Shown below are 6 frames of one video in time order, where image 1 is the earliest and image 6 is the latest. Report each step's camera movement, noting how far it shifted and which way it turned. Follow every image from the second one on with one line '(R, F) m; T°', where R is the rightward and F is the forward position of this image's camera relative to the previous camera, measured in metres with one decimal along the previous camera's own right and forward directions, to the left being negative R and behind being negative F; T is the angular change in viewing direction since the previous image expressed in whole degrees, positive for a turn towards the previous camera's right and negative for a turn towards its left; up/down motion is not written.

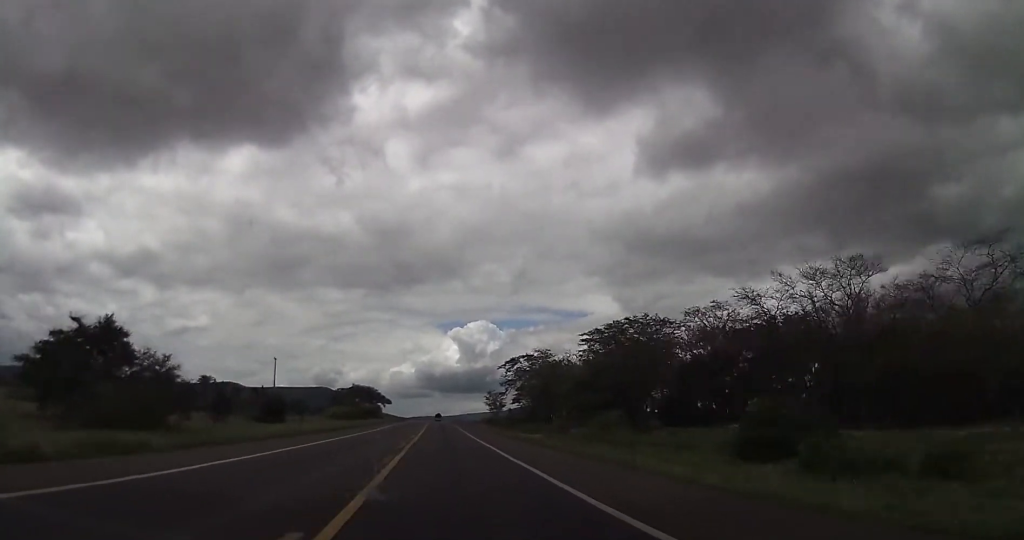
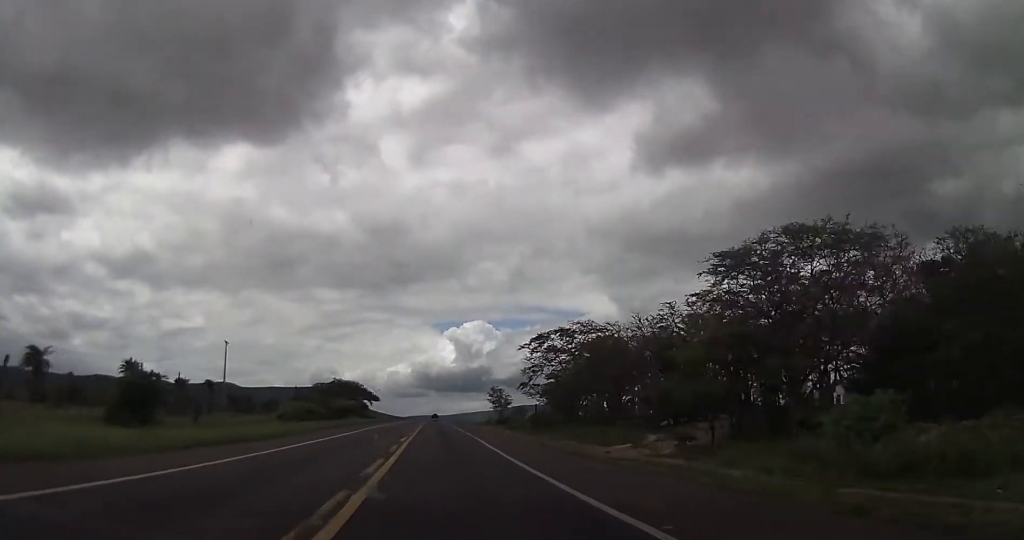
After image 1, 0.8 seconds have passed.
(-0.3, +29.6) m; -1°
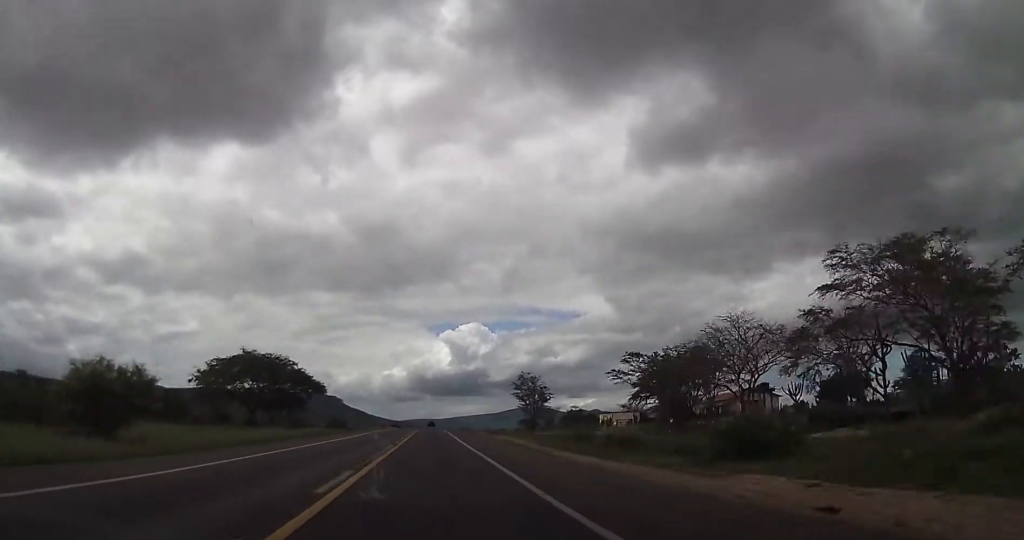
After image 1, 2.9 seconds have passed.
(-0.4, +78.1) m; 0°
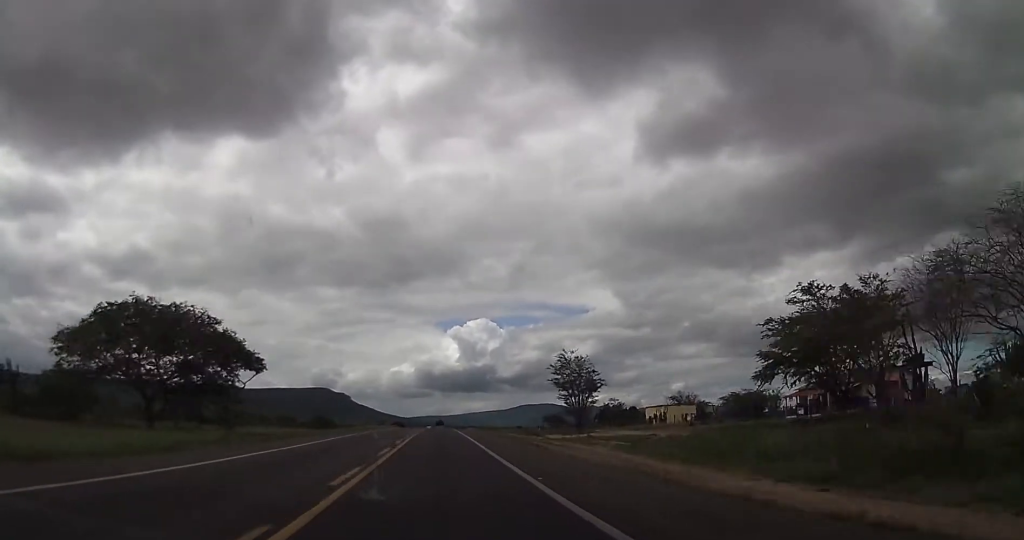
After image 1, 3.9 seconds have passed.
(0.0, +33.0) m; 0°
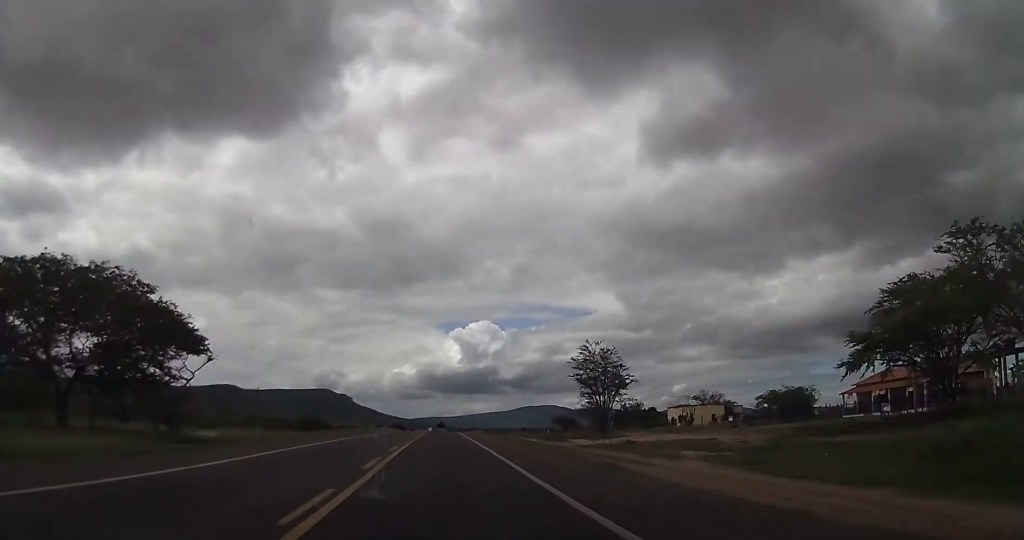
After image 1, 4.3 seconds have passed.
(0.0, +12.4) m; 0°
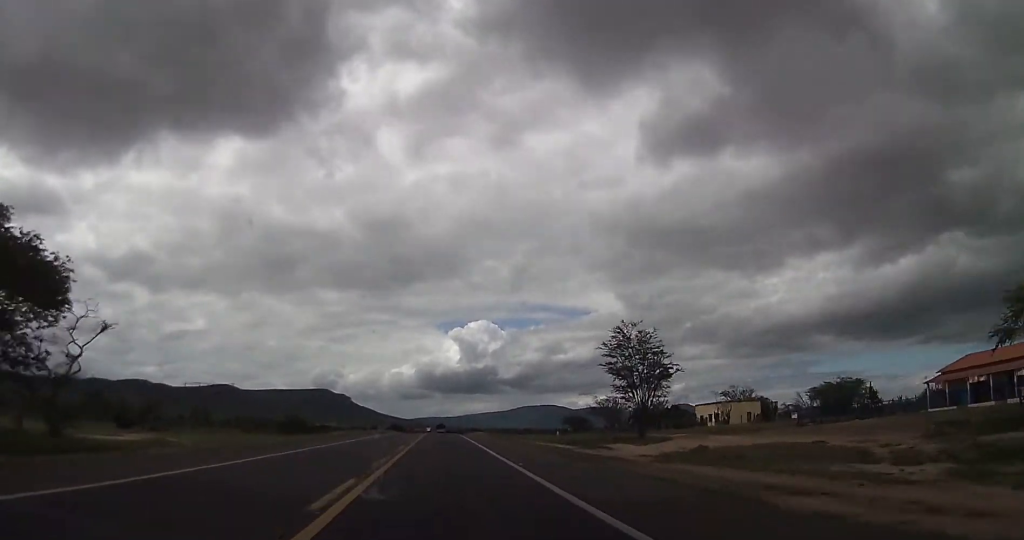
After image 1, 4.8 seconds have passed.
(0.0, +14.4) m; 0°
